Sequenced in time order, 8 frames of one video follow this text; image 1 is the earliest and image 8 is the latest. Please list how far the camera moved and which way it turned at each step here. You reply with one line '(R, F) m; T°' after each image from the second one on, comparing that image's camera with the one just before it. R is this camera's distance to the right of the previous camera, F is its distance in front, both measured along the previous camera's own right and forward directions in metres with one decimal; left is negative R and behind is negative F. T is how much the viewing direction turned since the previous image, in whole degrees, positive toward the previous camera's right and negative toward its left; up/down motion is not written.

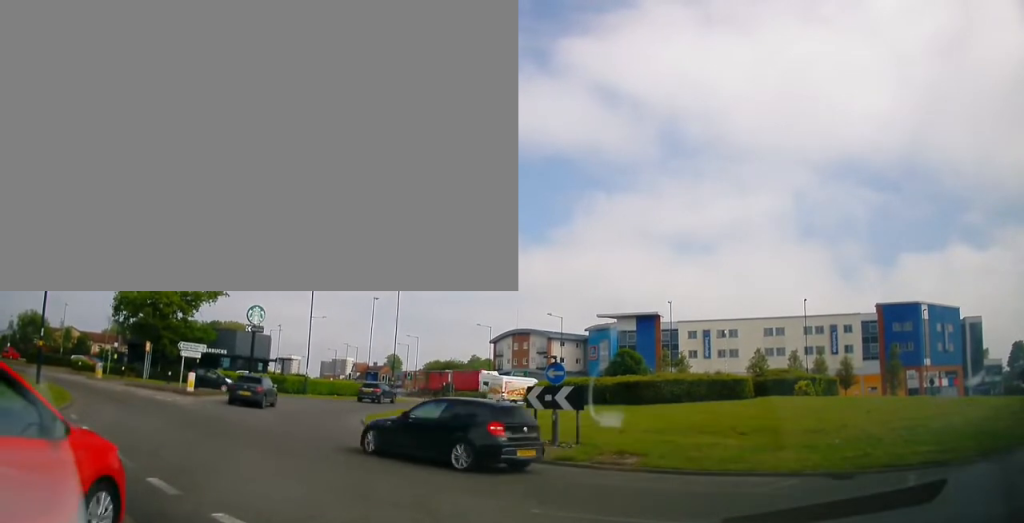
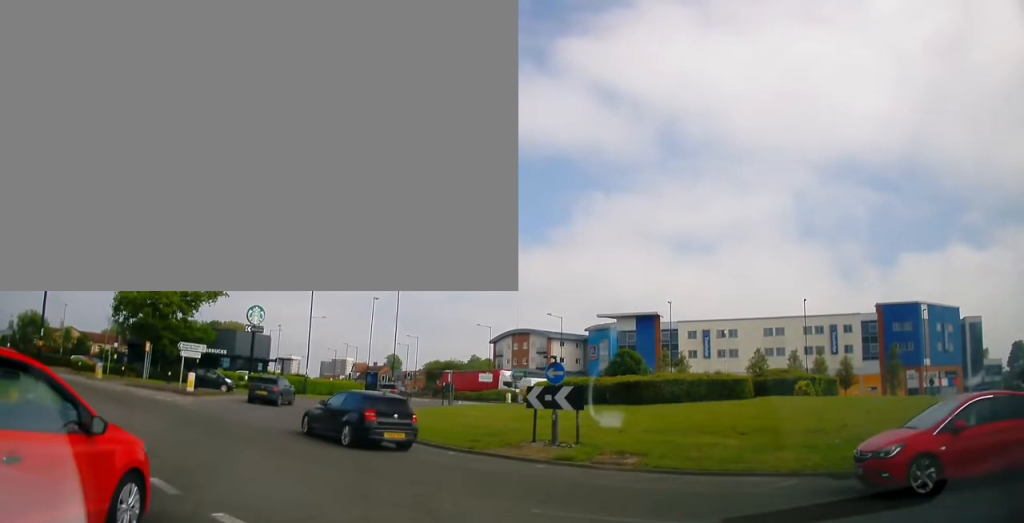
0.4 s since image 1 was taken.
(0.0, 0.0) m; 0°
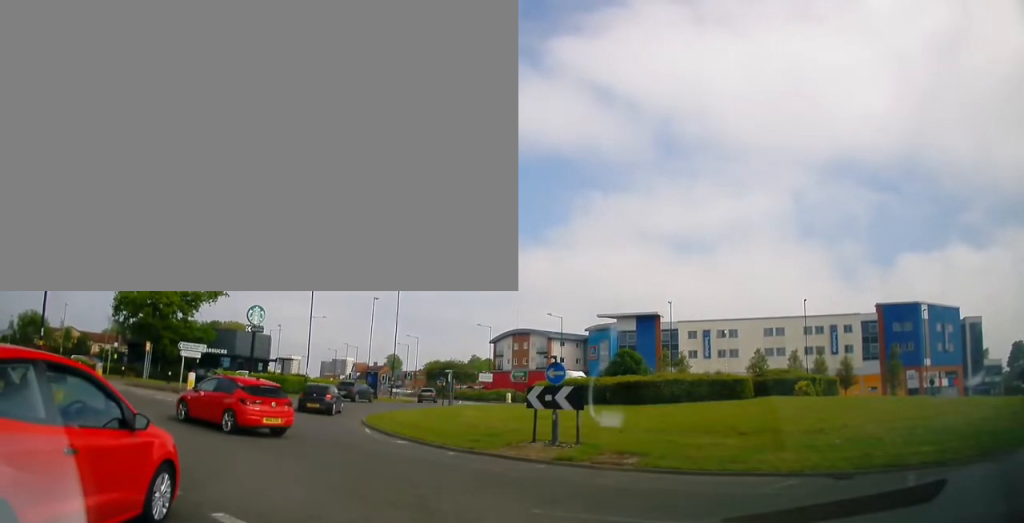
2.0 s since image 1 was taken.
(0.0, 0.0) m; 0°
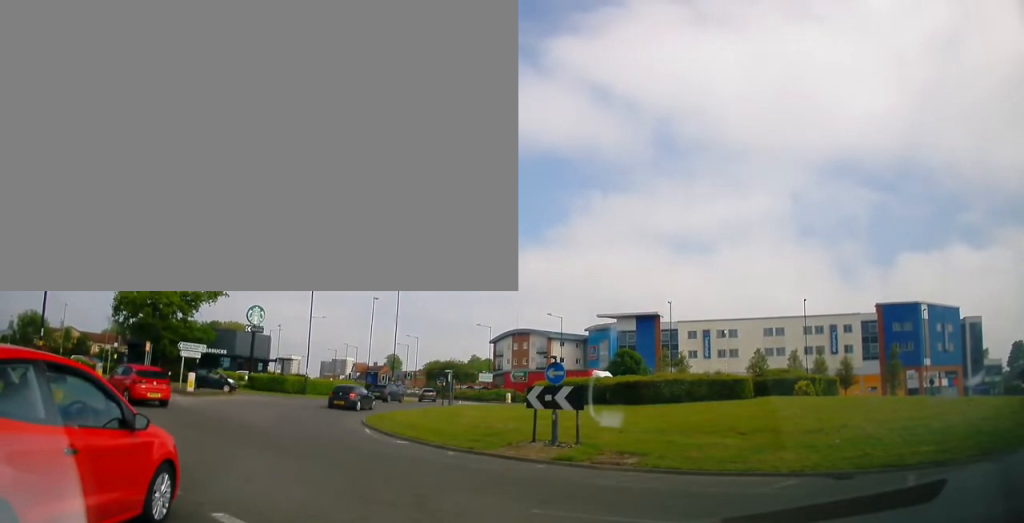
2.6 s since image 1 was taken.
(0.0, 0.0) m; 0°
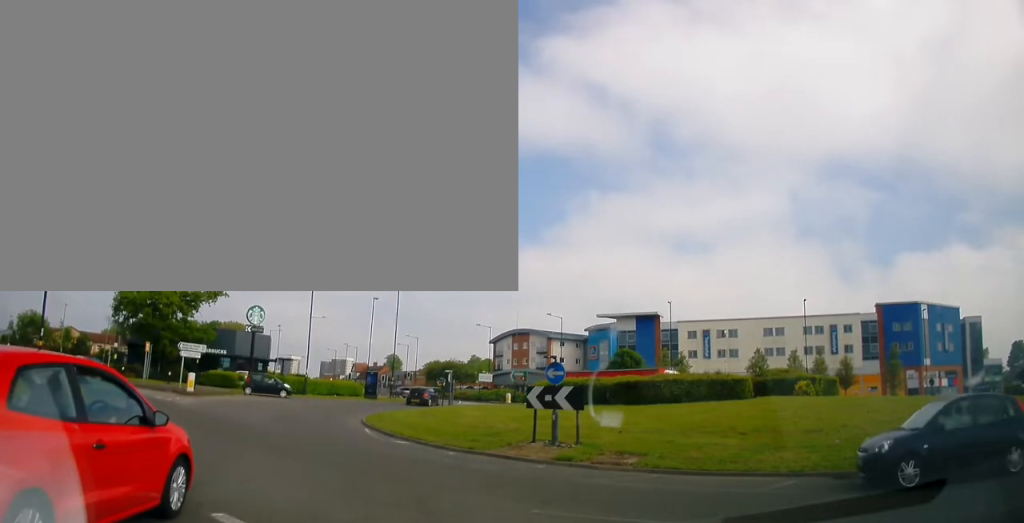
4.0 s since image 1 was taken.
(0.0, 0.0) m; 0°
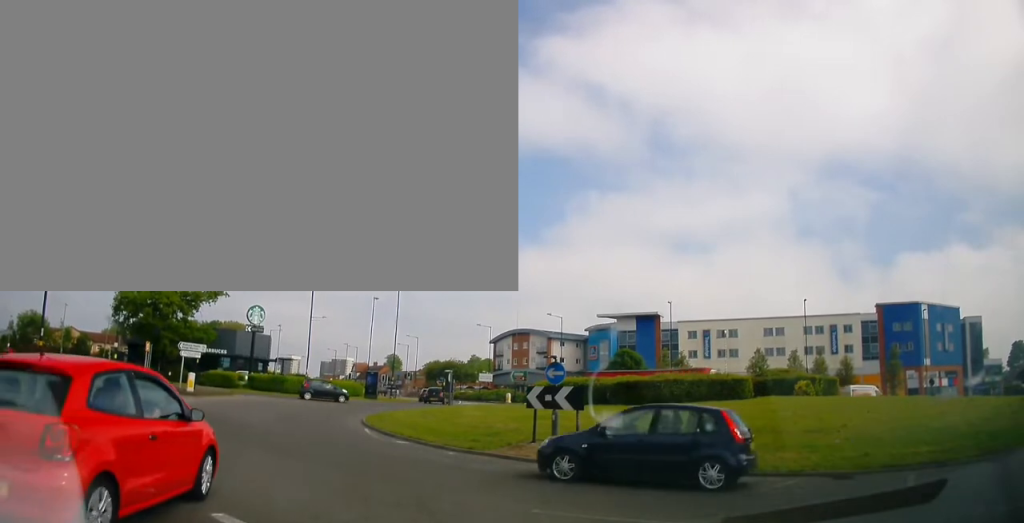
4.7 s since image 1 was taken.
(0.0, 0.0) m; 0°
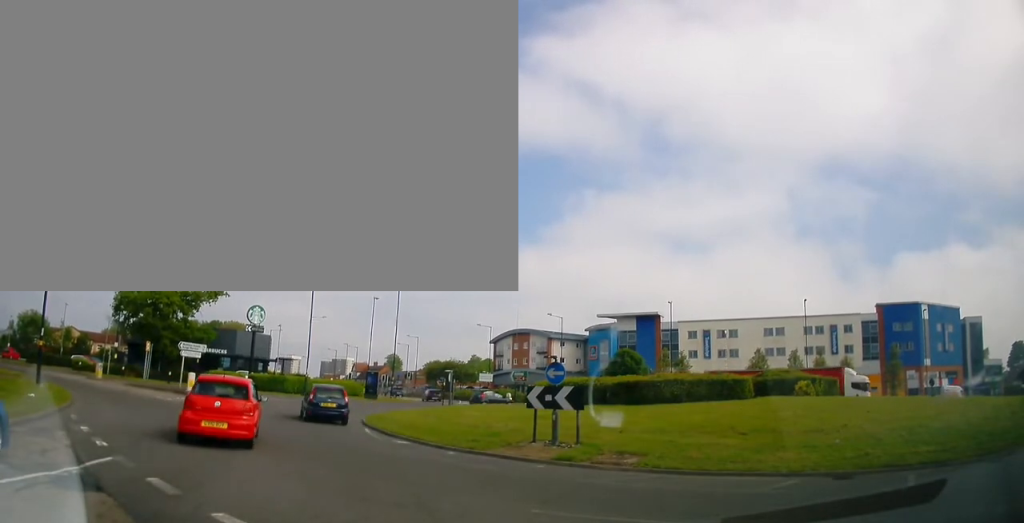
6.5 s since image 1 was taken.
(0.0, 0.0) m; 0°
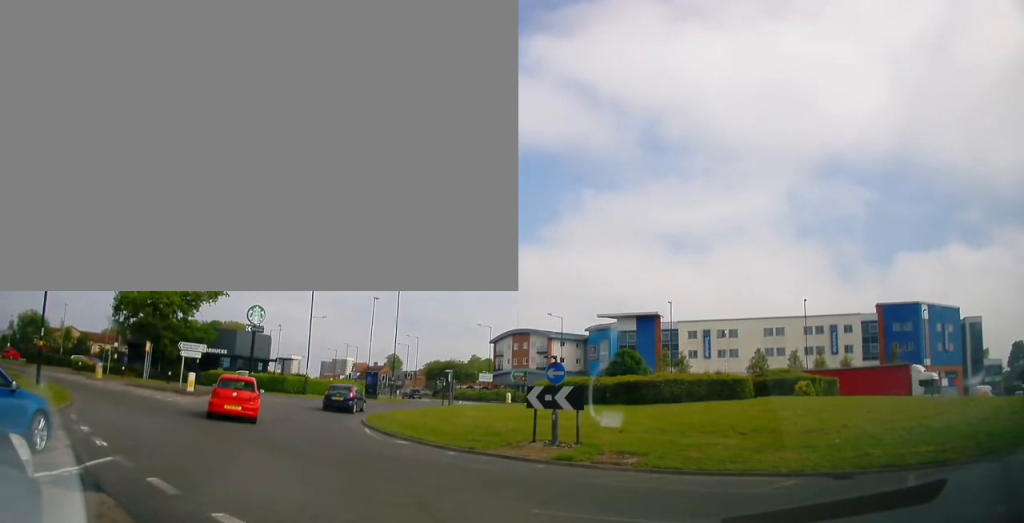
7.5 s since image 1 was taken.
(0.0, 0.0) m; 0°
